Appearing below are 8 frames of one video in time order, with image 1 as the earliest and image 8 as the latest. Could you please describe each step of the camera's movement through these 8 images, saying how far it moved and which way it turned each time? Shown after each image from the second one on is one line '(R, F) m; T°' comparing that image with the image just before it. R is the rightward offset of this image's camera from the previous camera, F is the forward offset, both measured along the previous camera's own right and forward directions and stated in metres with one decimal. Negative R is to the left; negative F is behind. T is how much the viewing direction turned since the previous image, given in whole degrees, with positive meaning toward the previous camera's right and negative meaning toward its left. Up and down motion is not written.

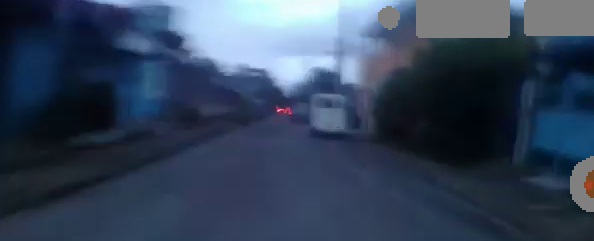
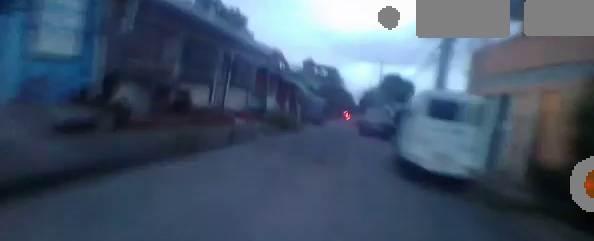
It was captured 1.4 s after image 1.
(0.0, +6.1) m; 0°
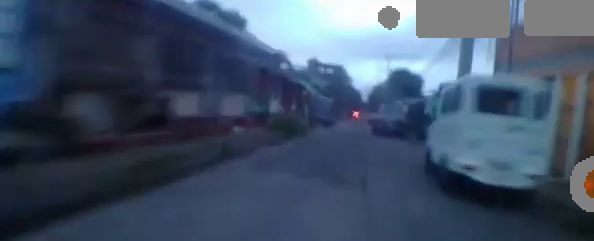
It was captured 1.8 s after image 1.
(-0.1, +1.7) m; +2°
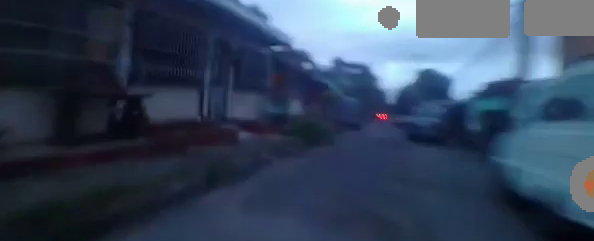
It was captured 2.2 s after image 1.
(0.0, +1.6) m; +2°
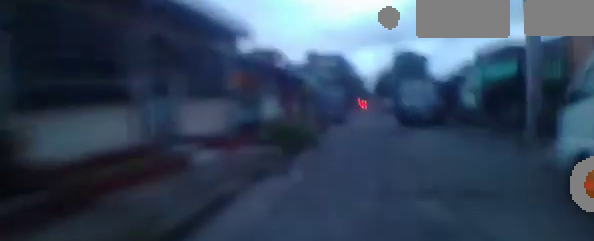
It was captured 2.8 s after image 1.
(+0.2, +1.8) m; +3°
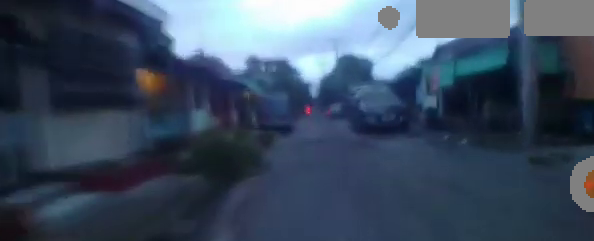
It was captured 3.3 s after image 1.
(+0.1, +1.9) m; 0°
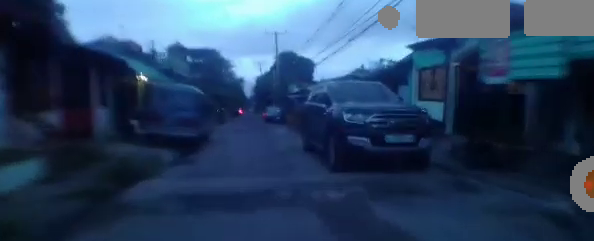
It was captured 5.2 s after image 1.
(-0.4, +5.8) m; 0°
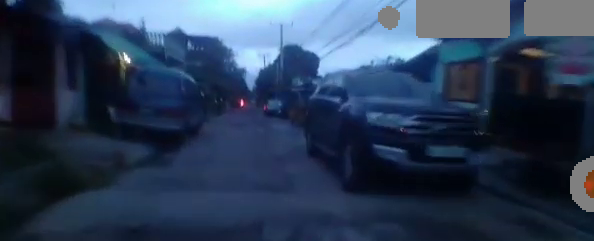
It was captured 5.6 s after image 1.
(+0.2, +1.5) m; +3°
